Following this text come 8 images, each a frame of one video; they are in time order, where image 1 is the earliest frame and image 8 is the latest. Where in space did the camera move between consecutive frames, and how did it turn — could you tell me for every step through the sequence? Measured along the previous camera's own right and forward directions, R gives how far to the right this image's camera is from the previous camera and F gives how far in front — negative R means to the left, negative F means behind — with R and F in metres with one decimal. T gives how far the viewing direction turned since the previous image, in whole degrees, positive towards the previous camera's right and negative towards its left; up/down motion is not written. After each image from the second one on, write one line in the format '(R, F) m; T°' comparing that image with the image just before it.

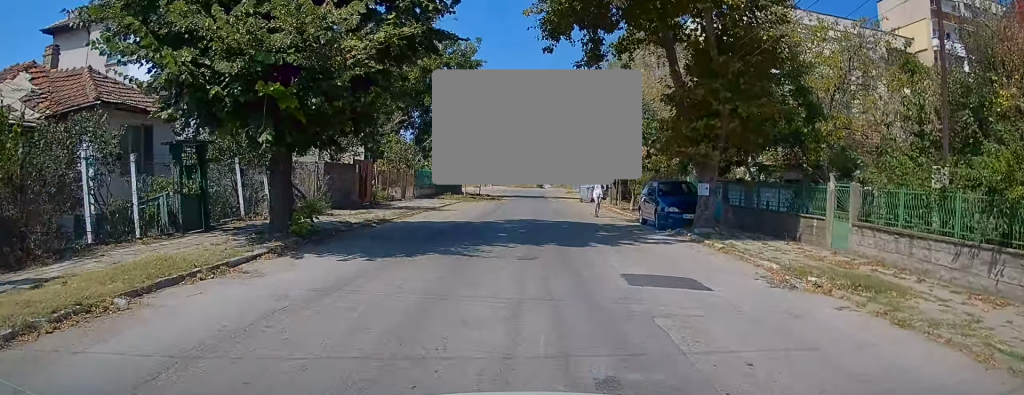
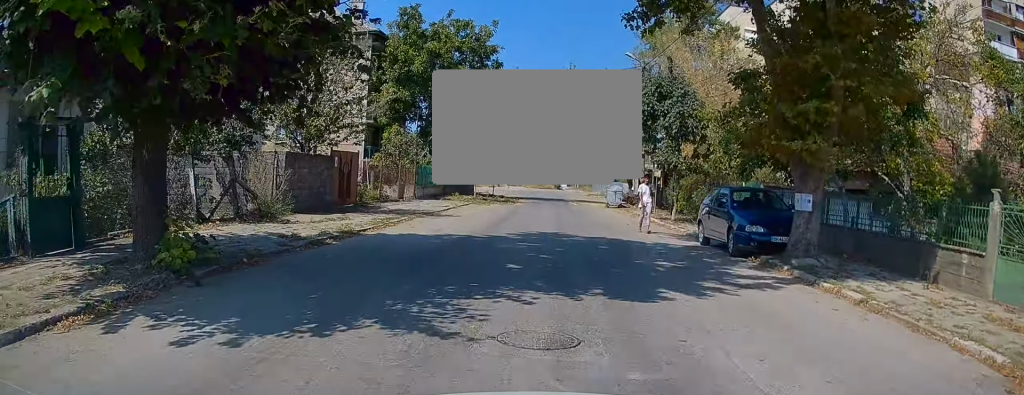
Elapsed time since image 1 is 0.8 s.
(0.0, +5.4) m; 0°
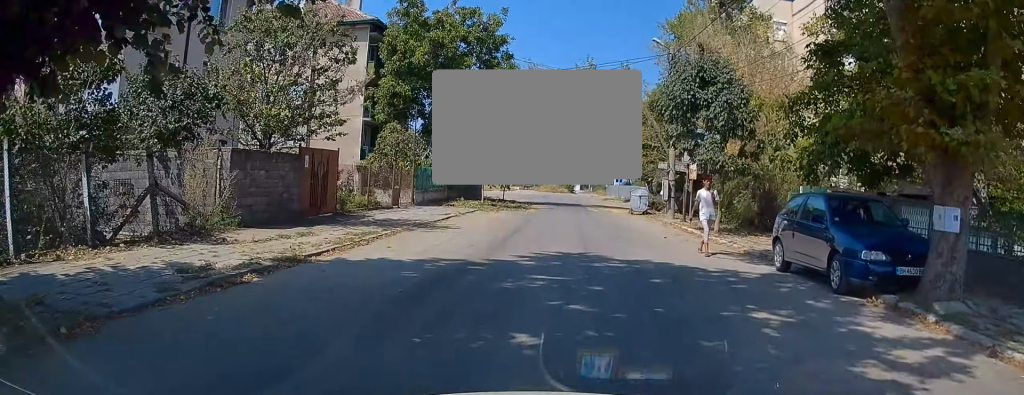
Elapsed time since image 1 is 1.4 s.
(0.0, +4.2) m; 0°
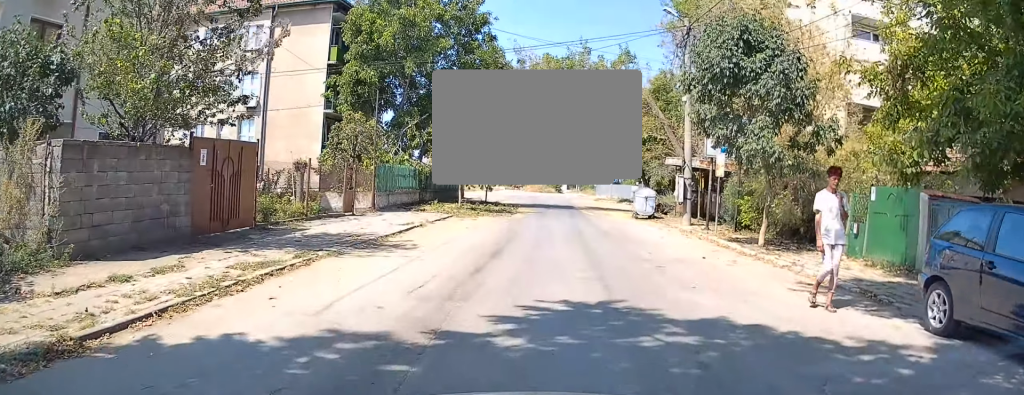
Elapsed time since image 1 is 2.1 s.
(0.0, +5.3) m; +1°
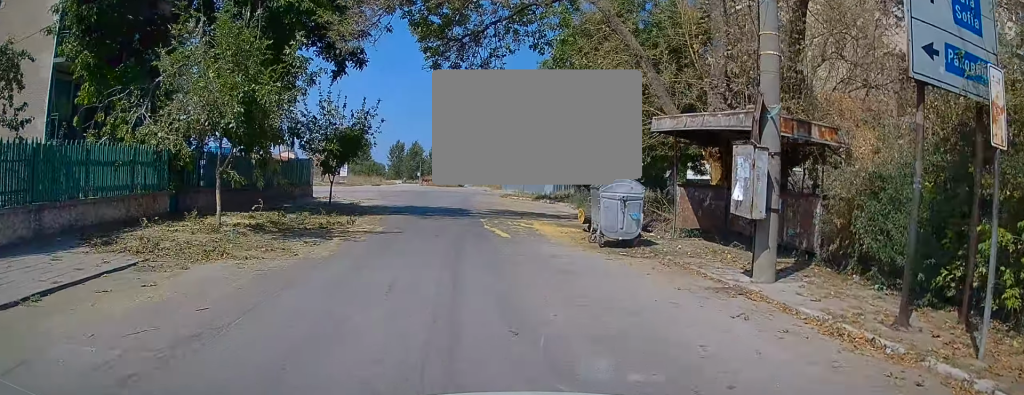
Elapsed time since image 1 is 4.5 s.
(+1.2, +16.0) m; +5°
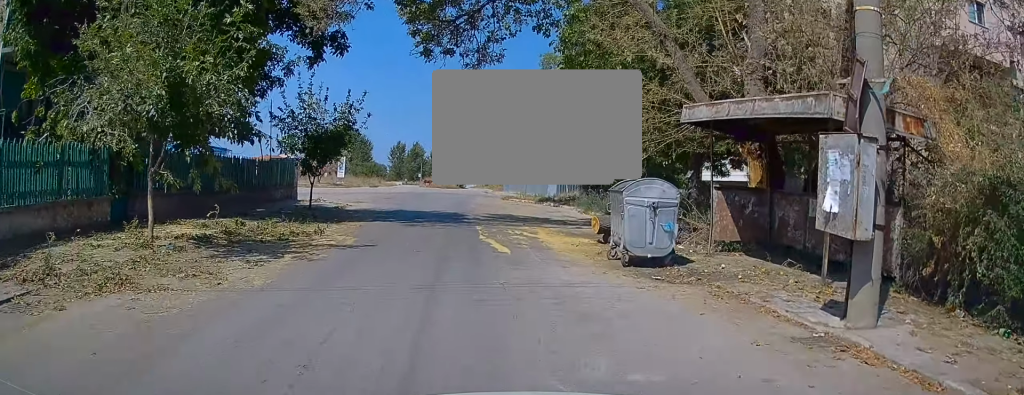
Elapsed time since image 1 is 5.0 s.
(-0.1, +2.8) m; -1°
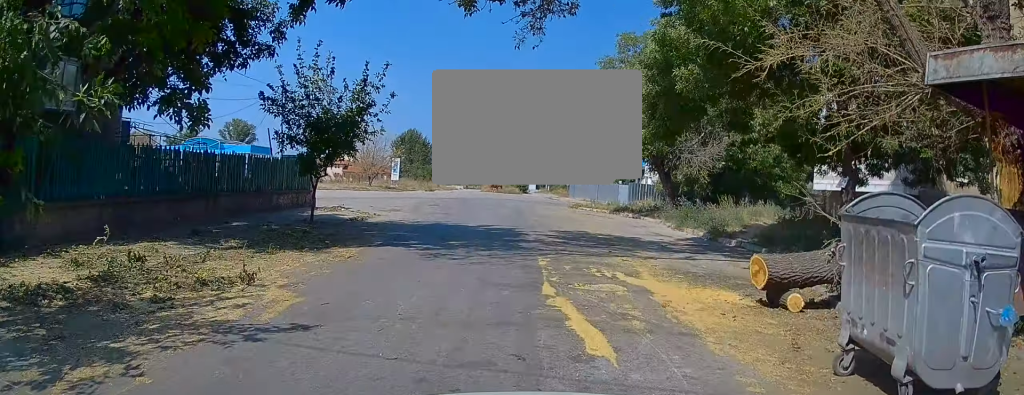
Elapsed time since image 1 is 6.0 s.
(-0.1, +6.4) m; -1°
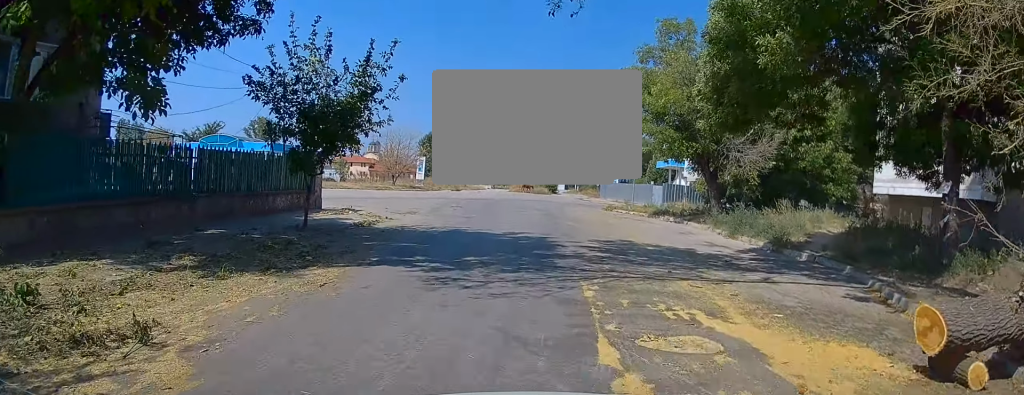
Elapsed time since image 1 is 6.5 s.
(0.0, +2.8) m; 0°
